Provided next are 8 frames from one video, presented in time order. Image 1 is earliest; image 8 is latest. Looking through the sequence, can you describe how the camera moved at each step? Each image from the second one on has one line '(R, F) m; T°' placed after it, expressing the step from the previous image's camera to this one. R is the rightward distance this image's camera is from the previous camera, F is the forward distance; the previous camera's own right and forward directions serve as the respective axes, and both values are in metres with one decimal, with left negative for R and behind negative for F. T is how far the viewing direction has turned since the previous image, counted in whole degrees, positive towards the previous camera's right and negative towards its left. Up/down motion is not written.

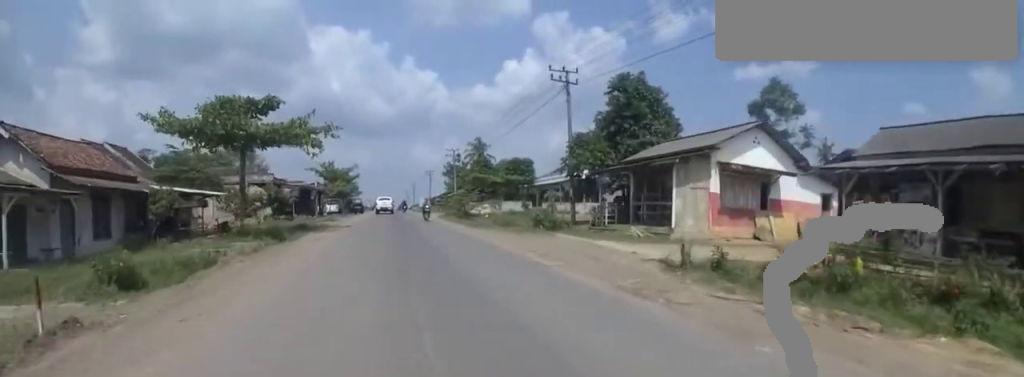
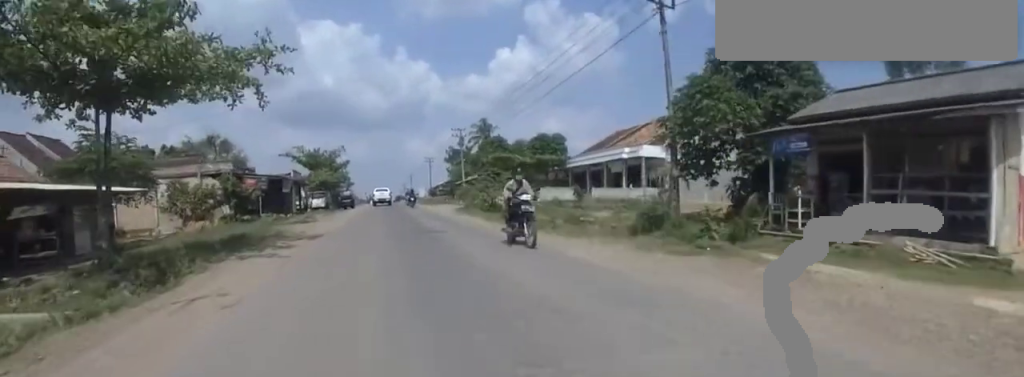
(0.0, +11.0) m; 0°
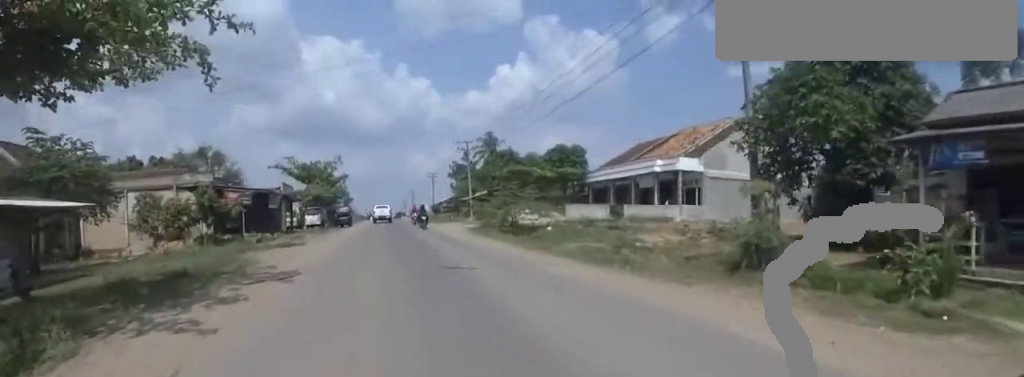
(0.0, +4.5) m; 0°
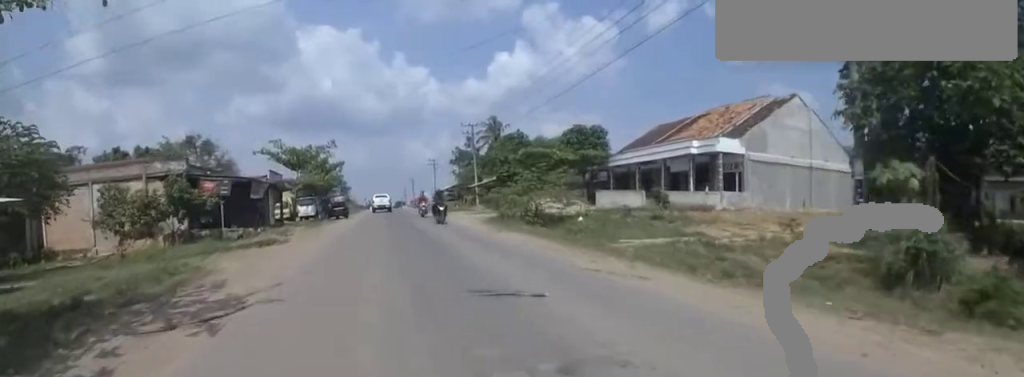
(0.0, +4.0) m; 0°
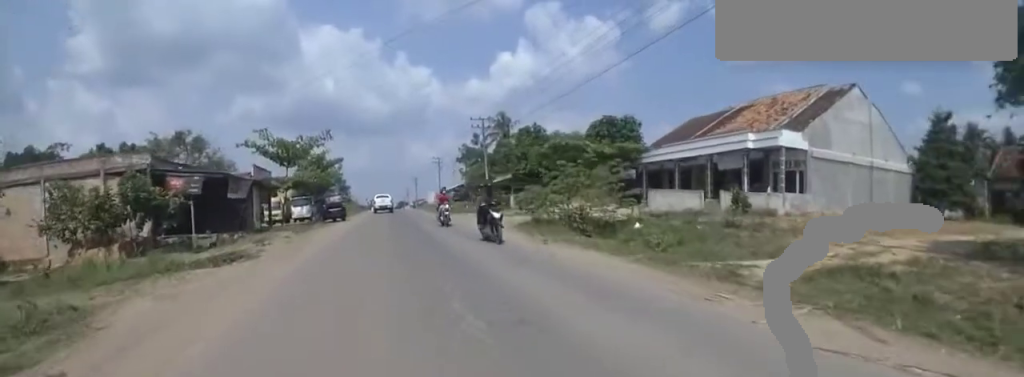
(0.0, +4.6) m; 0°
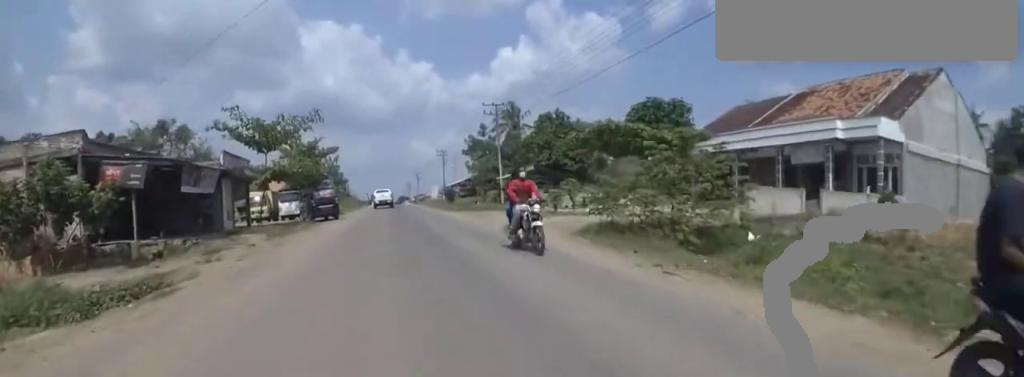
(0.0, +5.5) m; 0°
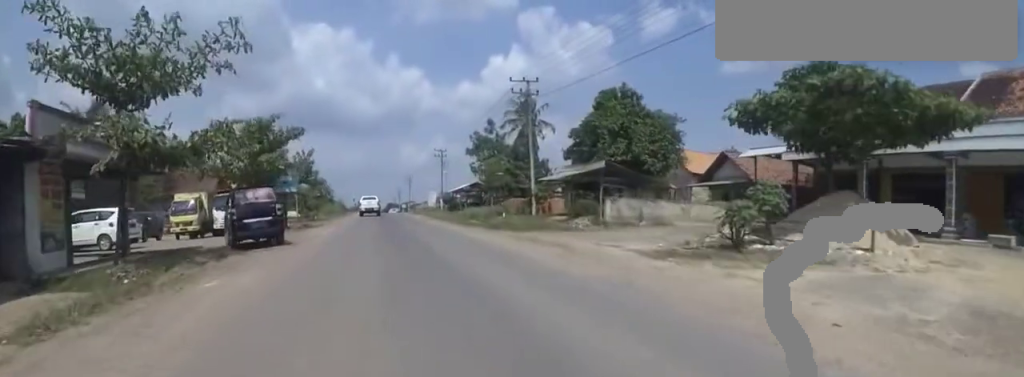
(0.0, +12.1) m; 0°
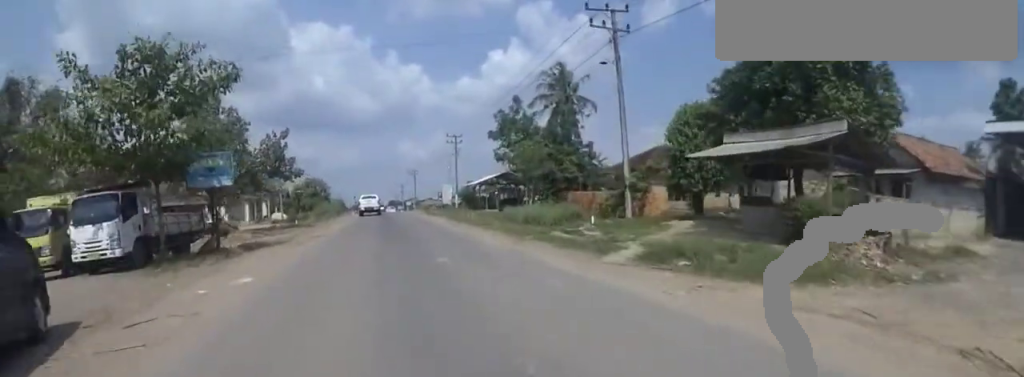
(0.0, +12.2) m; 0°
